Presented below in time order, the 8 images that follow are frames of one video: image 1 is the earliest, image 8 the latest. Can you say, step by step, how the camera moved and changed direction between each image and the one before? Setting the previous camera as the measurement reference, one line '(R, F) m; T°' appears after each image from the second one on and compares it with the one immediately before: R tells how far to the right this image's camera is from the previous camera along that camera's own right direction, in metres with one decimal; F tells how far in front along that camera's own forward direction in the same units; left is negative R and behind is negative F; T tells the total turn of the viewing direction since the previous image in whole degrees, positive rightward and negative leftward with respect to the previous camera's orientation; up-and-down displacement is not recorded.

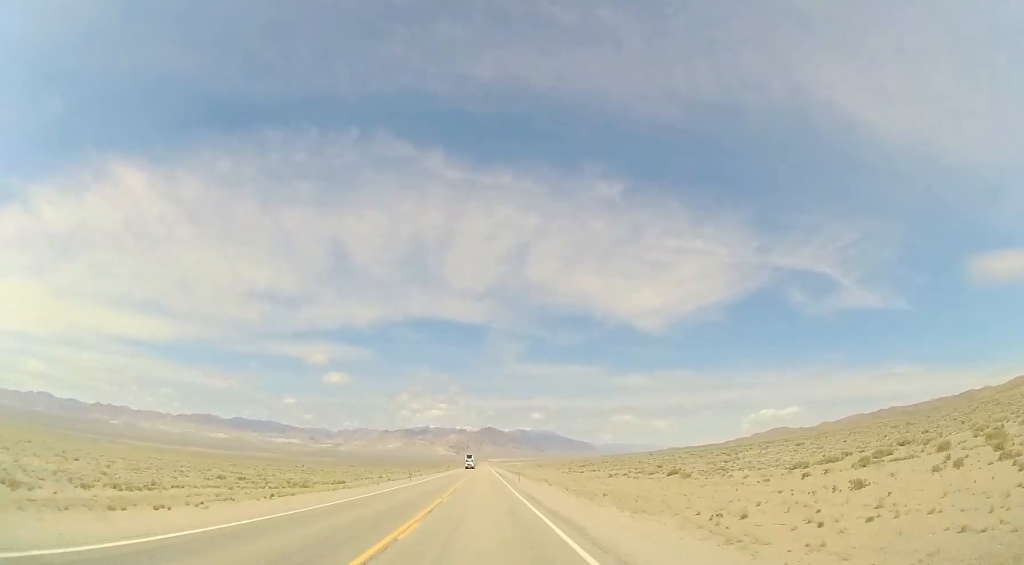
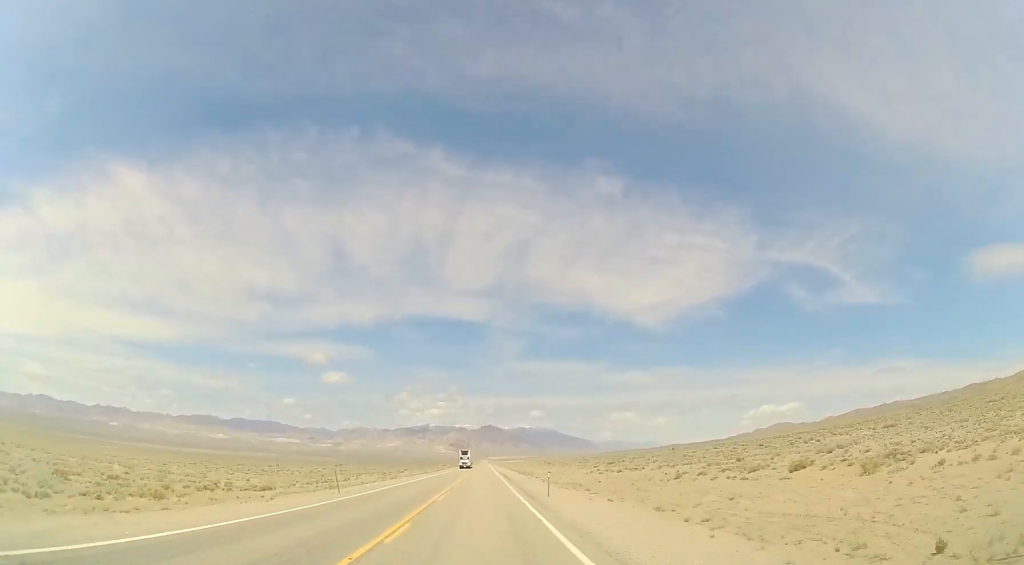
(0.0, +25.0) m; 0°
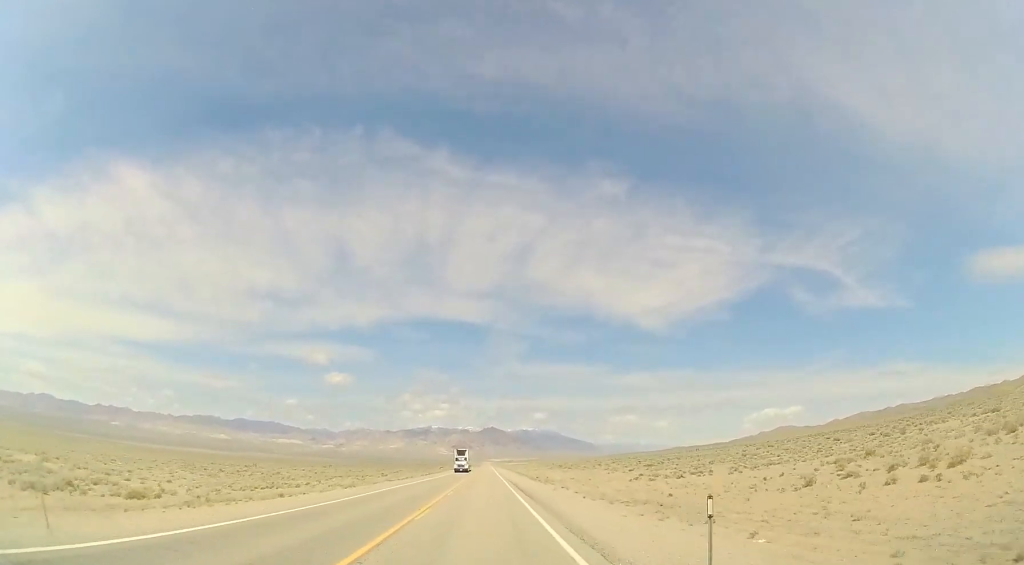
(0.0, +19.5) m; 0°
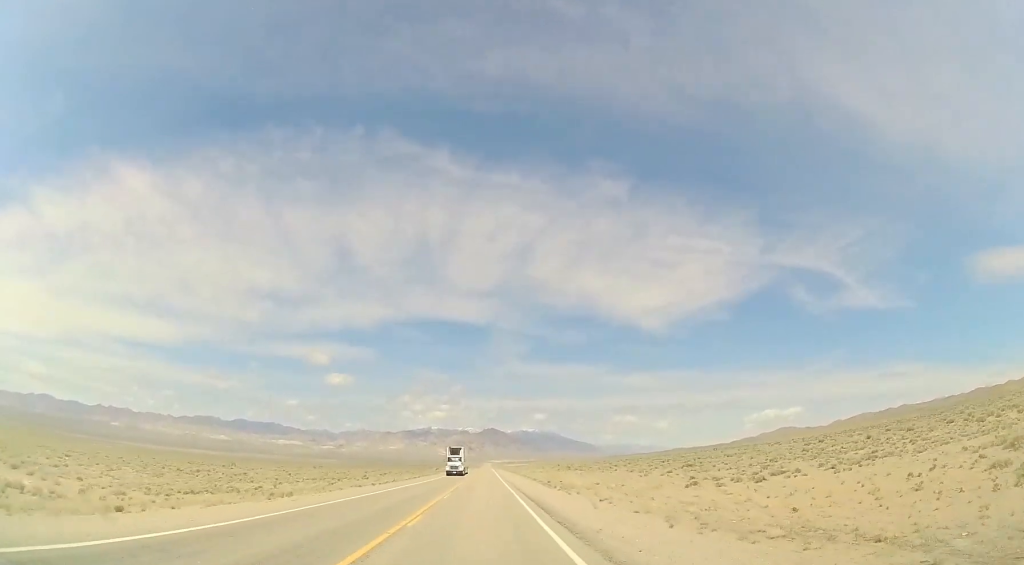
(0.0, +13.7) m; 0°
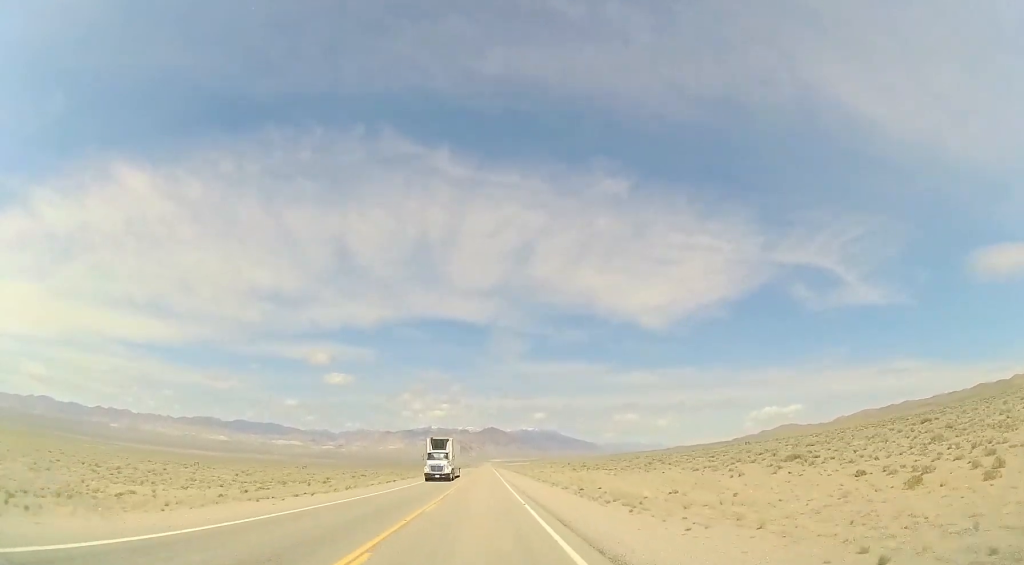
(+0.2, +19.7) m; 0°
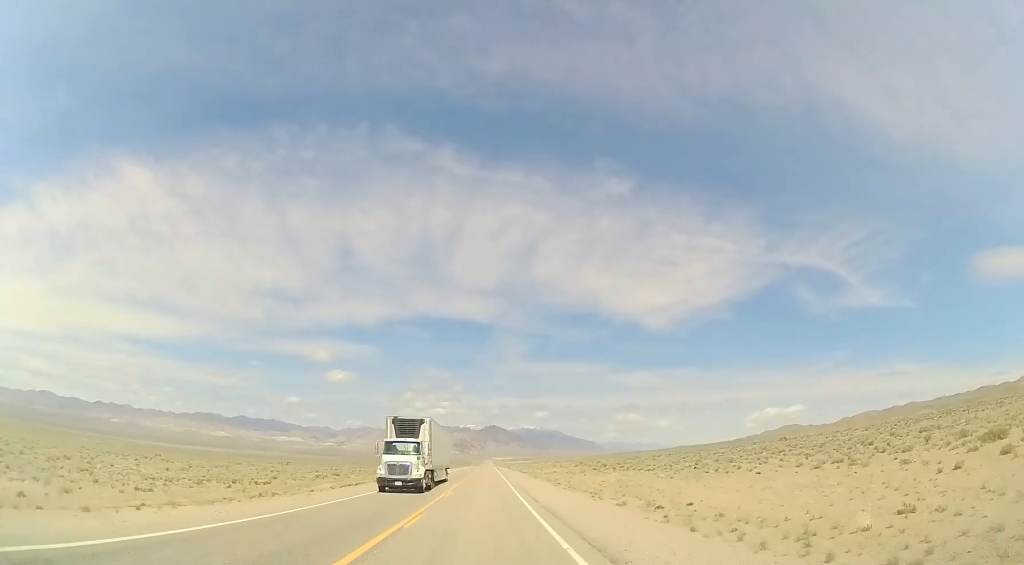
(+0.3, +16.8) m; 0°
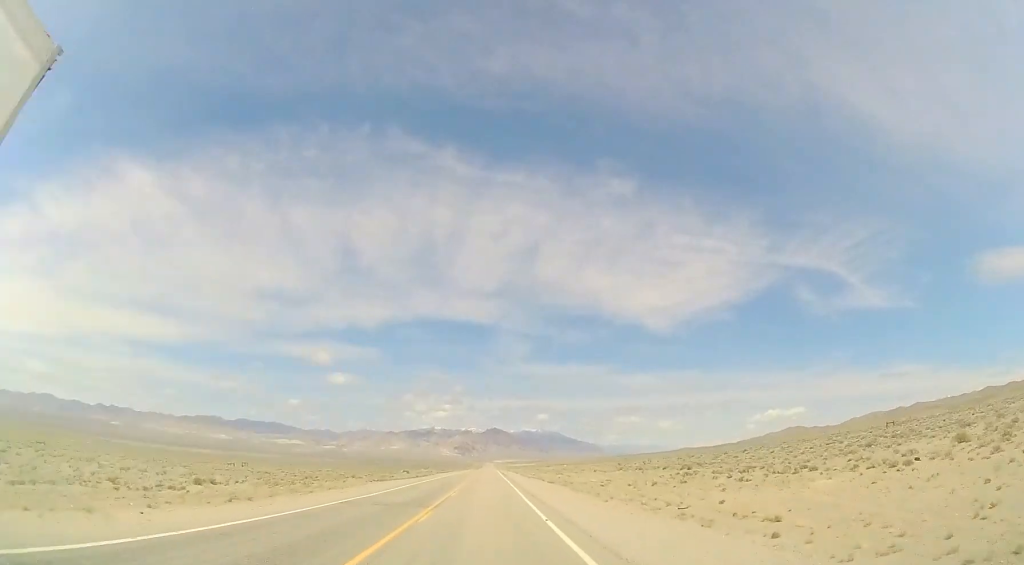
(-0.7, +35.8) m; -2°
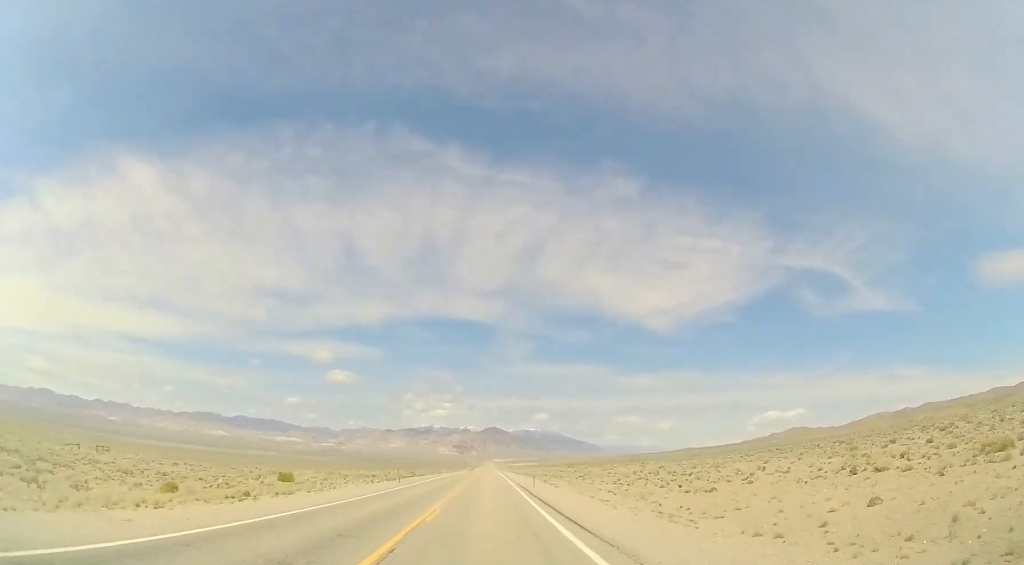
(+0.3, +61.7) m; +1°
